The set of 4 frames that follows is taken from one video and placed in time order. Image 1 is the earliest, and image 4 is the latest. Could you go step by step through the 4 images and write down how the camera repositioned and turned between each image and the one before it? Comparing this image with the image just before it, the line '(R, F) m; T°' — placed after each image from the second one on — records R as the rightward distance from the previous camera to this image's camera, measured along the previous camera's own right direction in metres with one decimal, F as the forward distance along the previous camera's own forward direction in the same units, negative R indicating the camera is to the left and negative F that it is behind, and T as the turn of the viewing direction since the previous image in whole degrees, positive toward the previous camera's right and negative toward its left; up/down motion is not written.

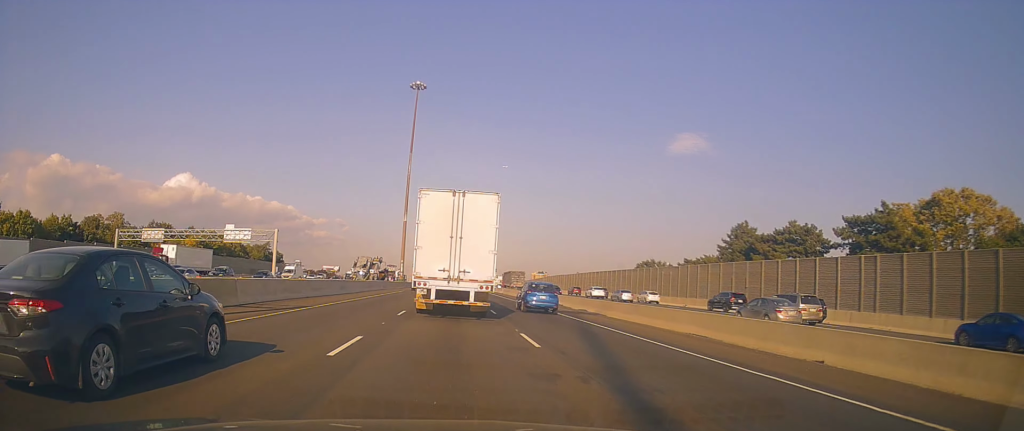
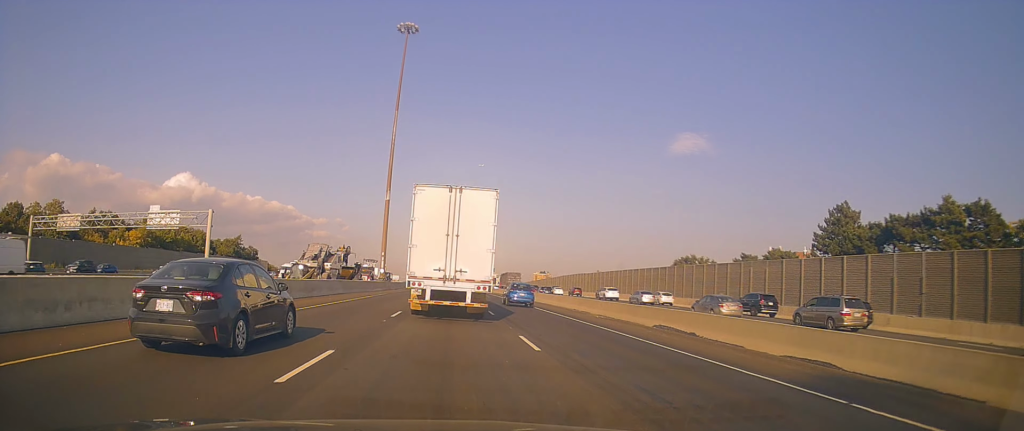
(+1.1, +26.1) m; -1°
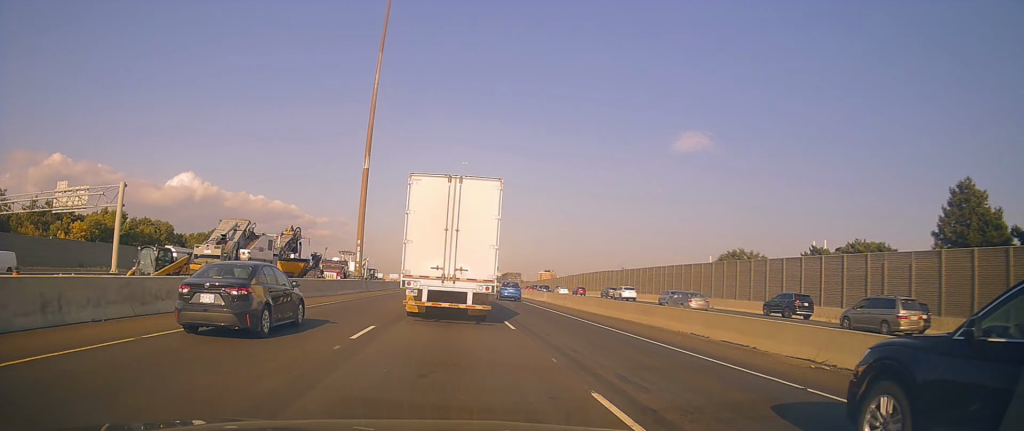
(-0.8, +20.0) m; -1°
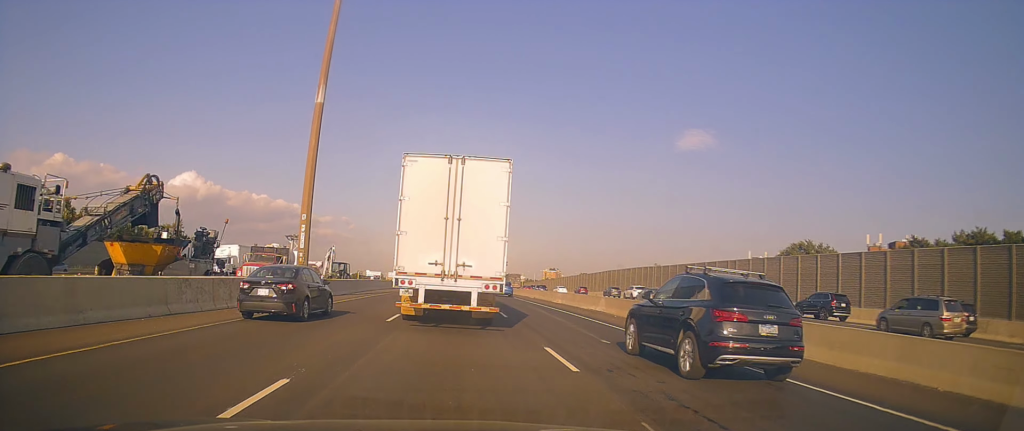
(+0.5, +20.3) m; 0°
